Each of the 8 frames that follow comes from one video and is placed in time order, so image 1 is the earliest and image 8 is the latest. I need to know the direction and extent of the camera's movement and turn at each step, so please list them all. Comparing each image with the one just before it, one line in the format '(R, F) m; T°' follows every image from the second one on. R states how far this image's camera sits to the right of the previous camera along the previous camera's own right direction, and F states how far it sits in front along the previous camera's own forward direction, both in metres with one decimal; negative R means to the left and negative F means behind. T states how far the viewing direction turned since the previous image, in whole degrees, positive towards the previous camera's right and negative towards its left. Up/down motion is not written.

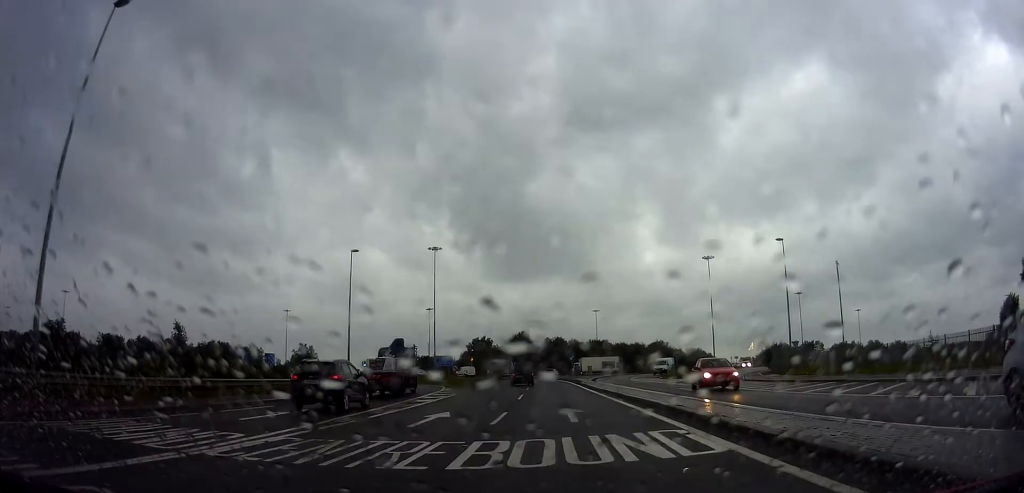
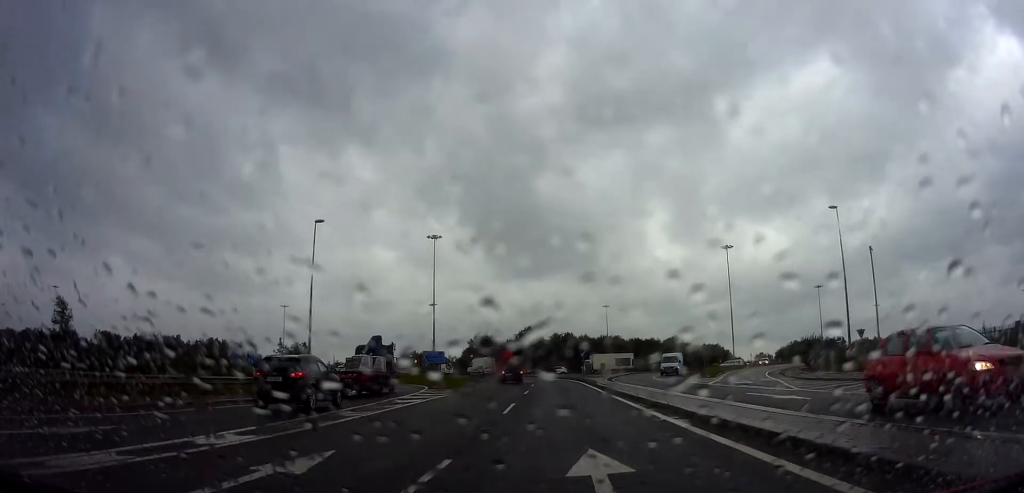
(+0.2, +9.3) m; 0°
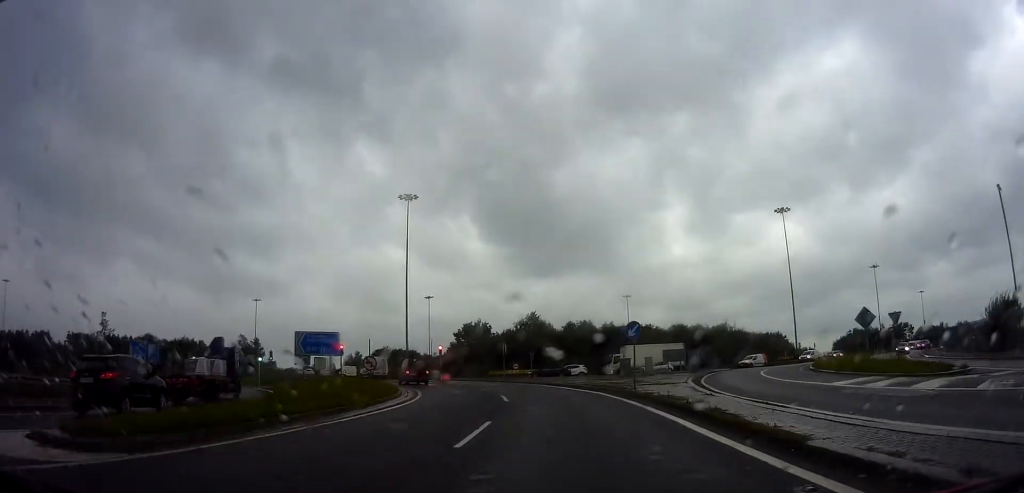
(-0.7, +30.7) m; -1°
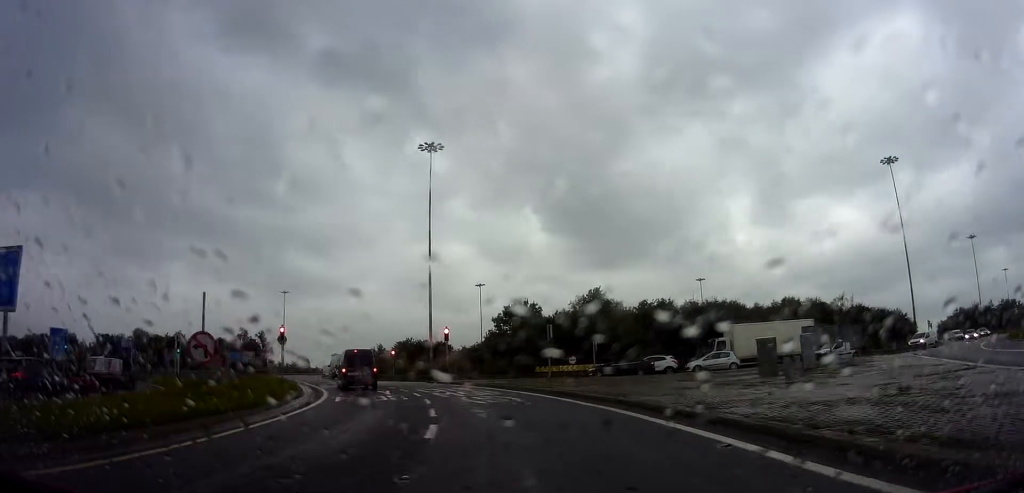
(-0.7, +22.2) m; -7°
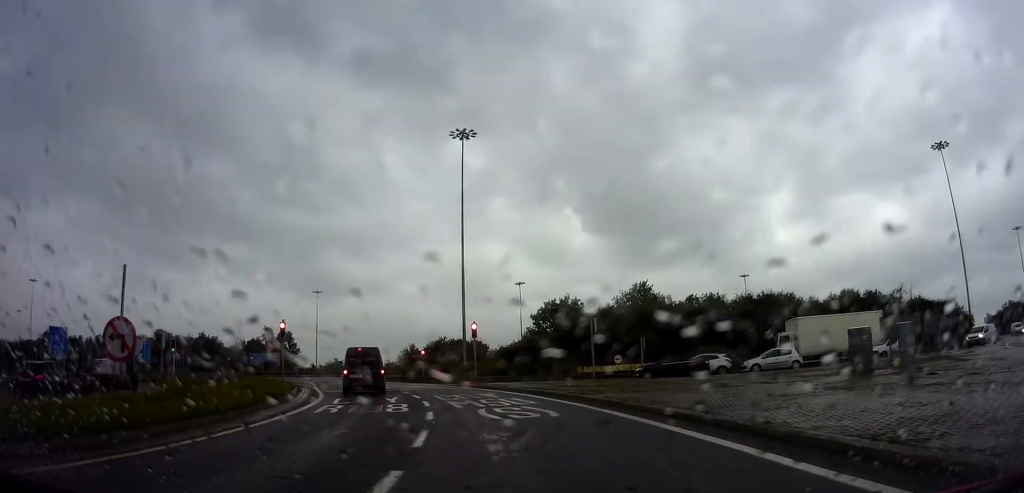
(-0.3, +5.4) m; -4°
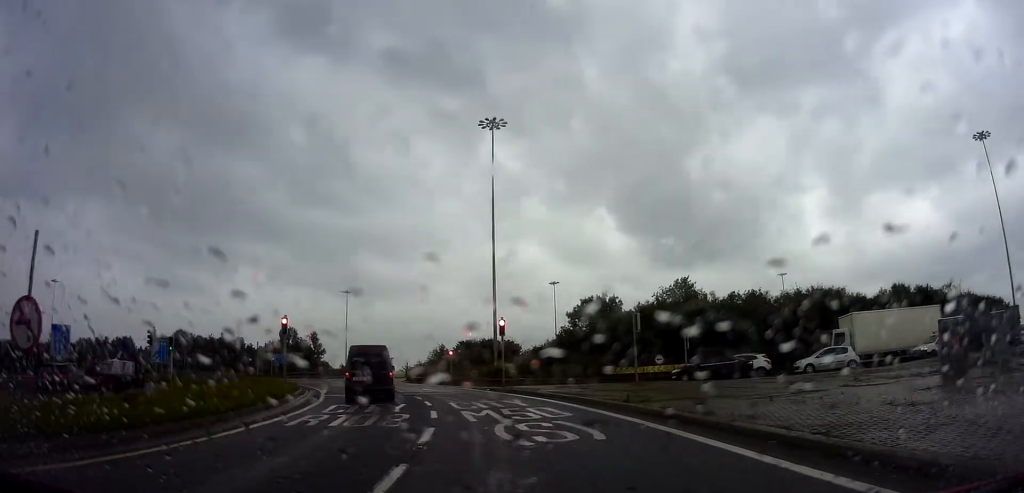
(-0.3, +4.1) m; -3°
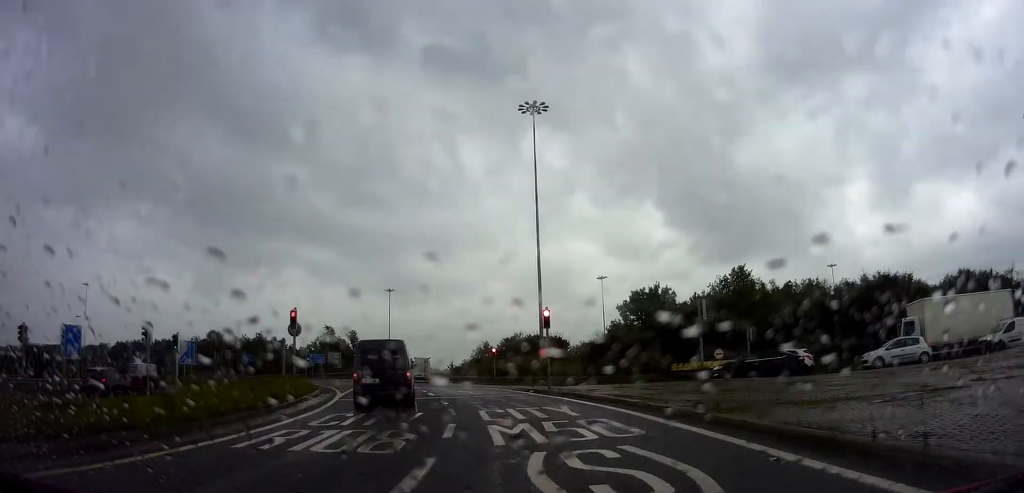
(-0.1, +4.4) m; -5°
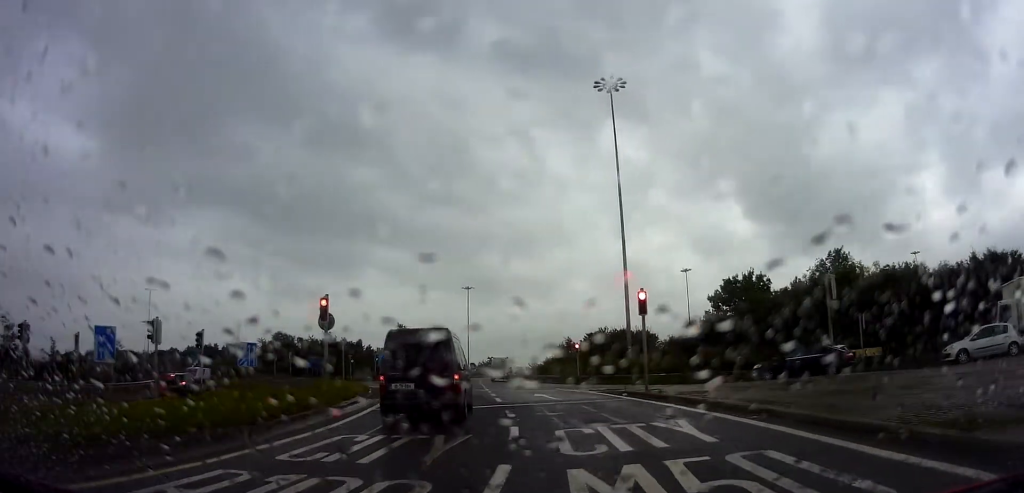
(-0.2, +6.1) m; -8°
